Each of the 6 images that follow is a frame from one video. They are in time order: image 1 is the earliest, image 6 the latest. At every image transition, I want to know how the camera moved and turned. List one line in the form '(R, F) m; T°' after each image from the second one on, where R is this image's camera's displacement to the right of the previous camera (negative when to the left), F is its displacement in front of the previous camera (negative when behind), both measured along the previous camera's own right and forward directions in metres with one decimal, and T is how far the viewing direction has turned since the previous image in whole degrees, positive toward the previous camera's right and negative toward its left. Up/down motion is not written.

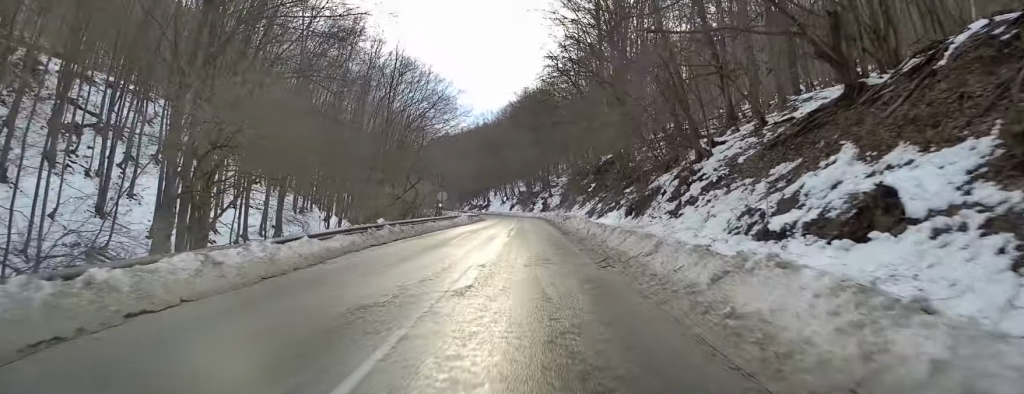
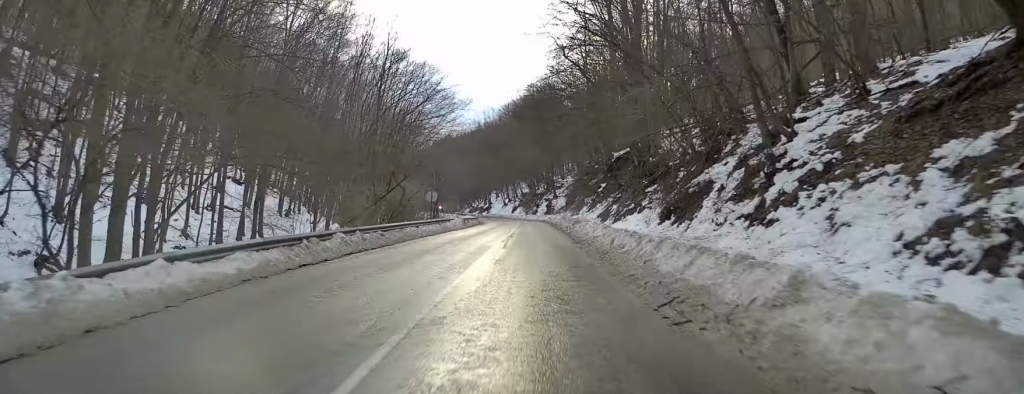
(0.0, +6.7) m; 0°
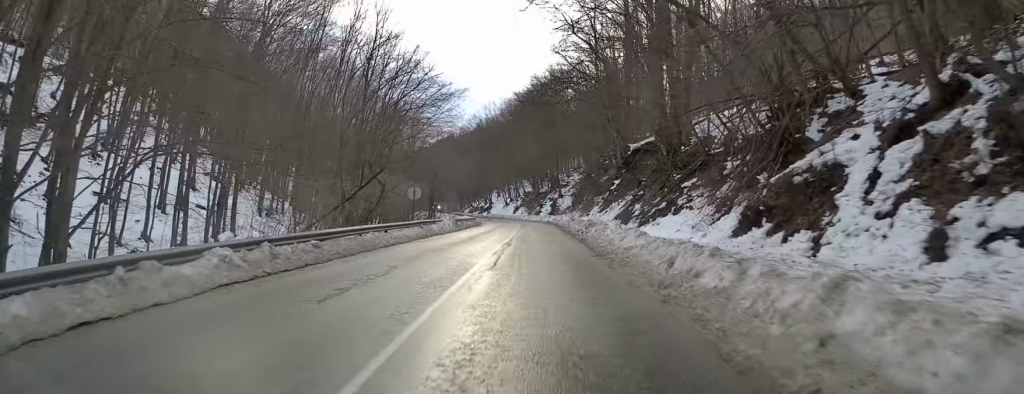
(0.0, +7.6) m; 0°
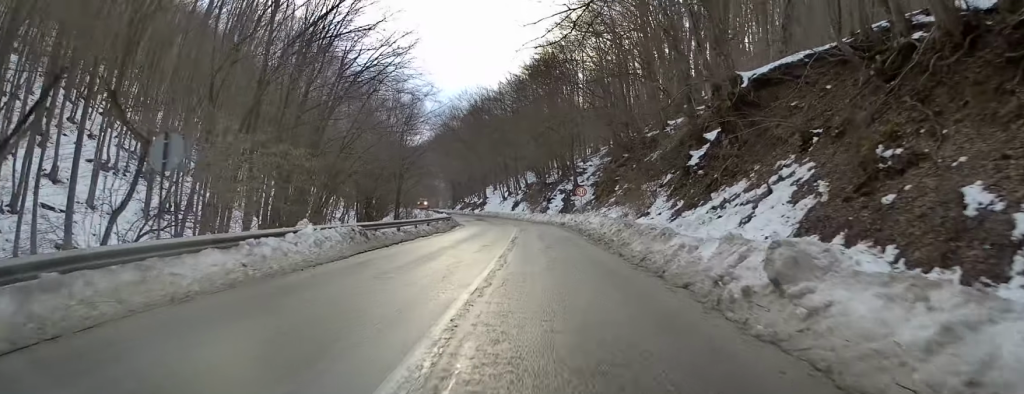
(+0.1, +25.6) m; 0°
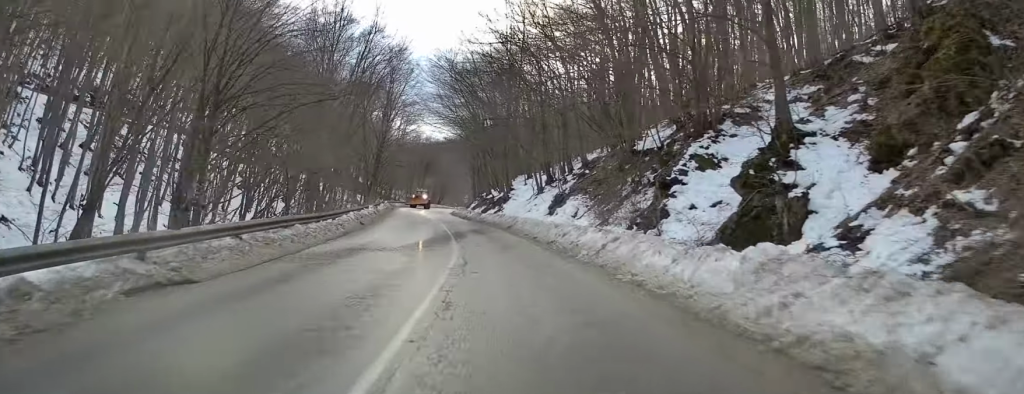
(-0.8, +47.9) m; -8°
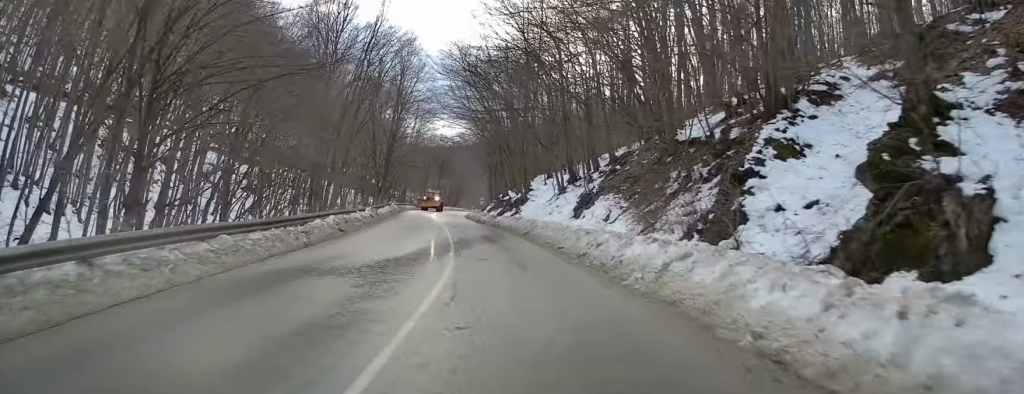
(0.0, +5.5) m; -2°
